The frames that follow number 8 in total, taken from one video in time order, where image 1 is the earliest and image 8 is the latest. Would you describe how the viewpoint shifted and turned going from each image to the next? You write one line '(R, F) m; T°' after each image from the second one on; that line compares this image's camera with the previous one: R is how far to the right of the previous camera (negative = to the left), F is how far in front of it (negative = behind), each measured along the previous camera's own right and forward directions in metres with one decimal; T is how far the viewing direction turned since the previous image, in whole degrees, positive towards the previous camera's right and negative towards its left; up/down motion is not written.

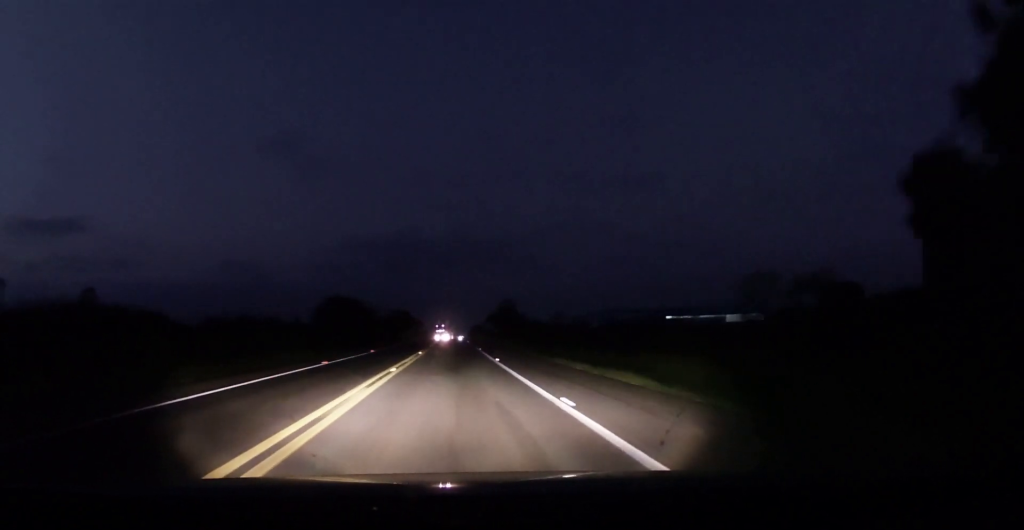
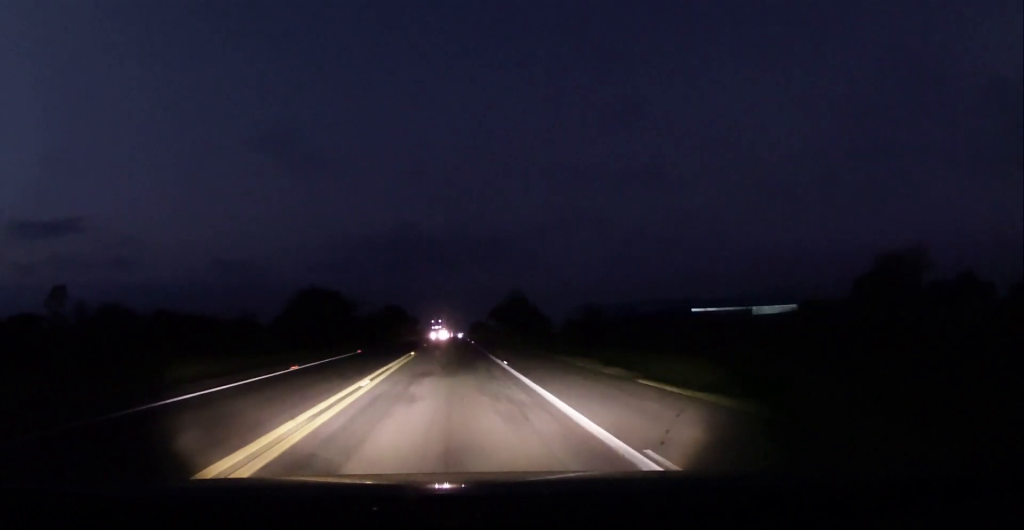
(-0.1, +22.1) m; 0°
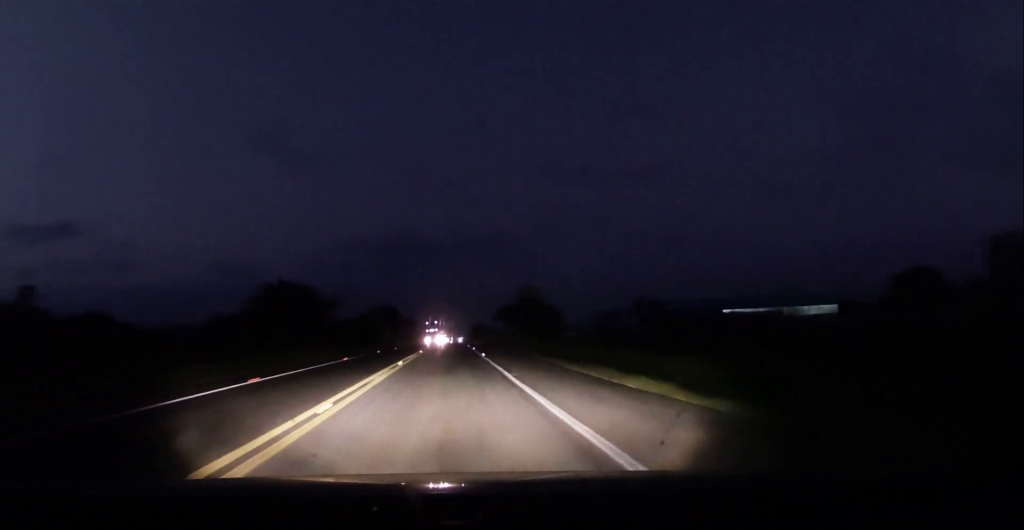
(+0.1, +21.0) m; 0°
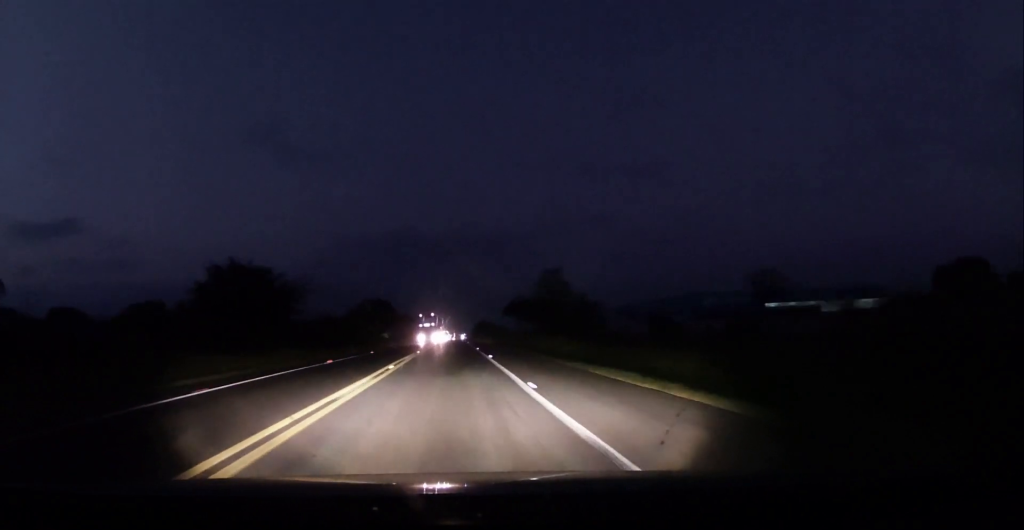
(-0.2, +21.0) m; 0°
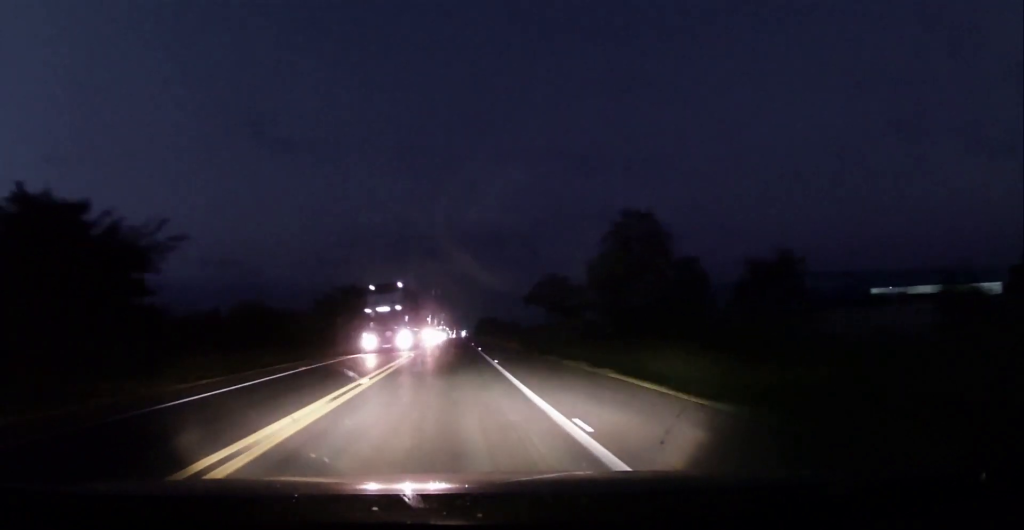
(+0.4, +37.6) m; +1°
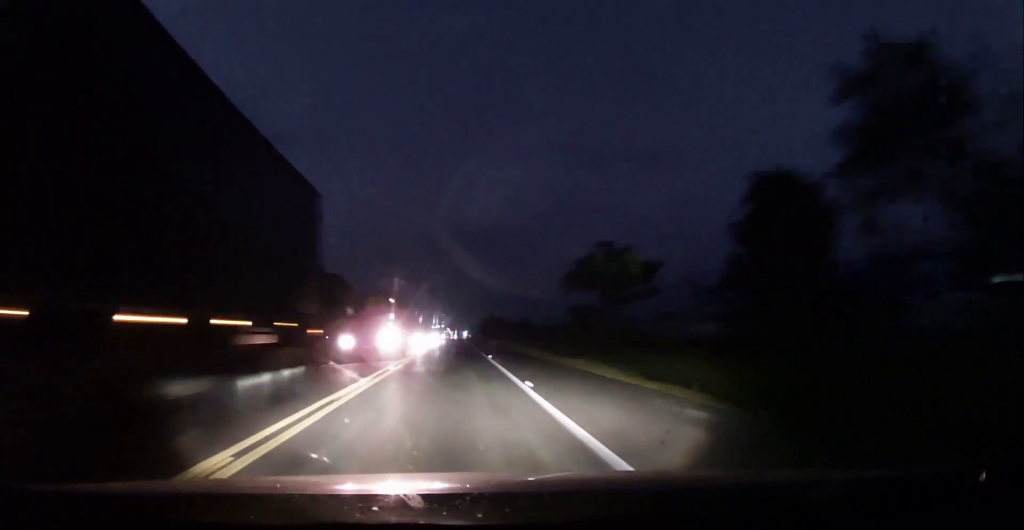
(-0.2, +26.9) m; 0°
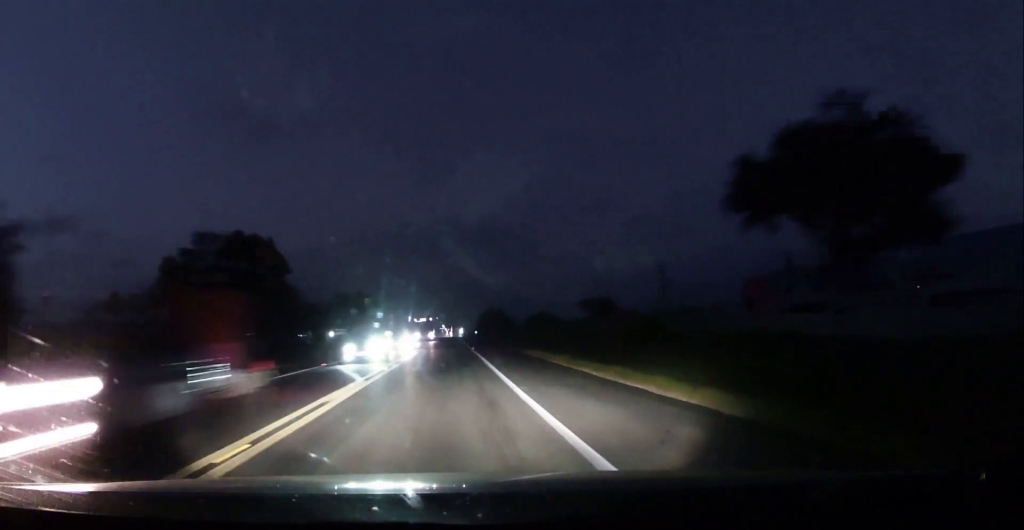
(+0.2, +32.1) m; 0°
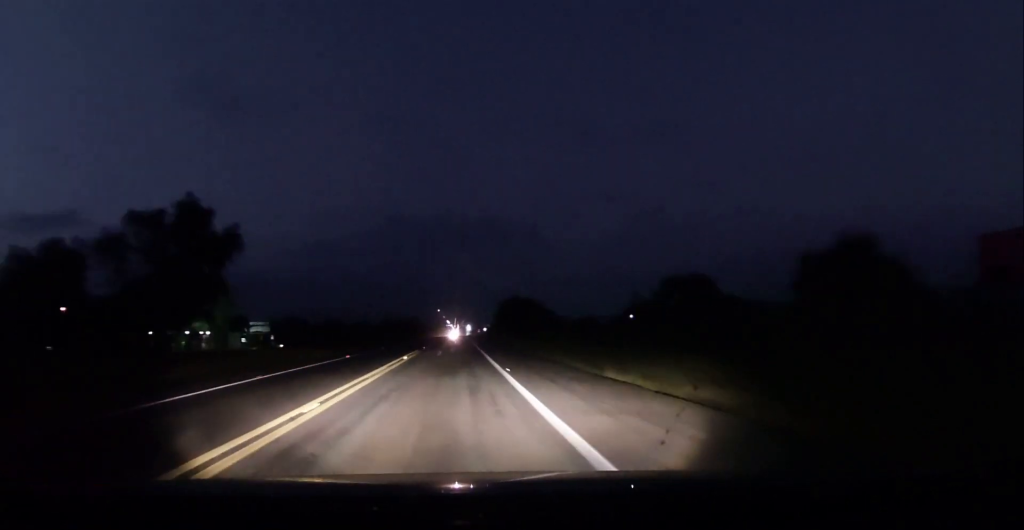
(-0.9, +74.9) m; -1°
